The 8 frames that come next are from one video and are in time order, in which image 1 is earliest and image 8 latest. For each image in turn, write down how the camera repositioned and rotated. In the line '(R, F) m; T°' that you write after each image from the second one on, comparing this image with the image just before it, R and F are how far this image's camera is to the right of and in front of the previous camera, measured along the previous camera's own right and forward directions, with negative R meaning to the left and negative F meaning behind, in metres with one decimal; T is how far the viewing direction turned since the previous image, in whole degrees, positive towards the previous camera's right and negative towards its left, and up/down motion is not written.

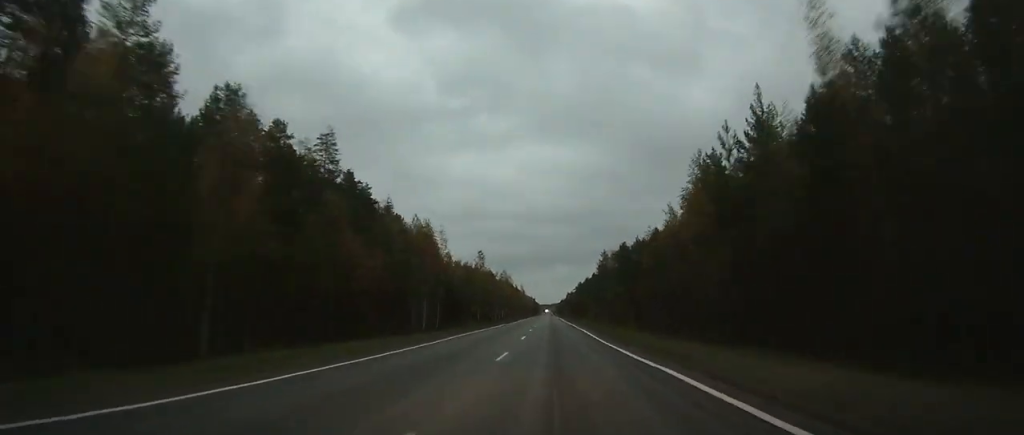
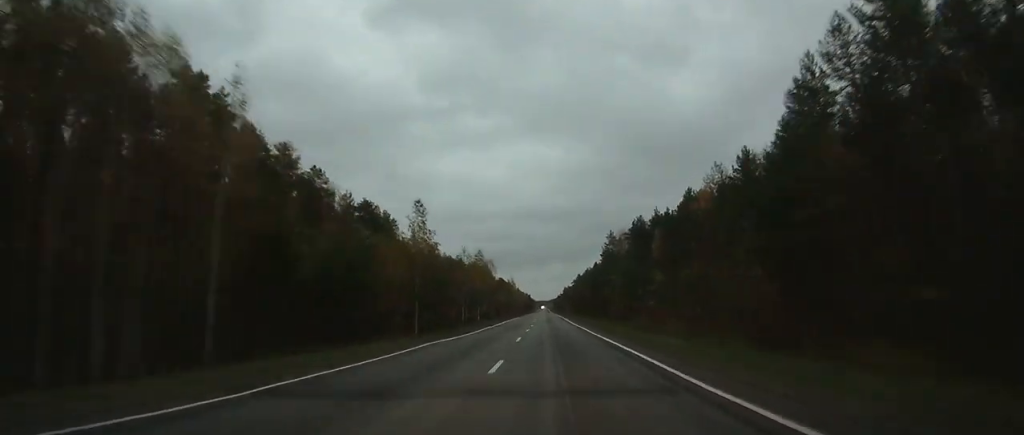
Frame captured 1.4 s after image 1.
(+0.1, +37.8) m; 0°
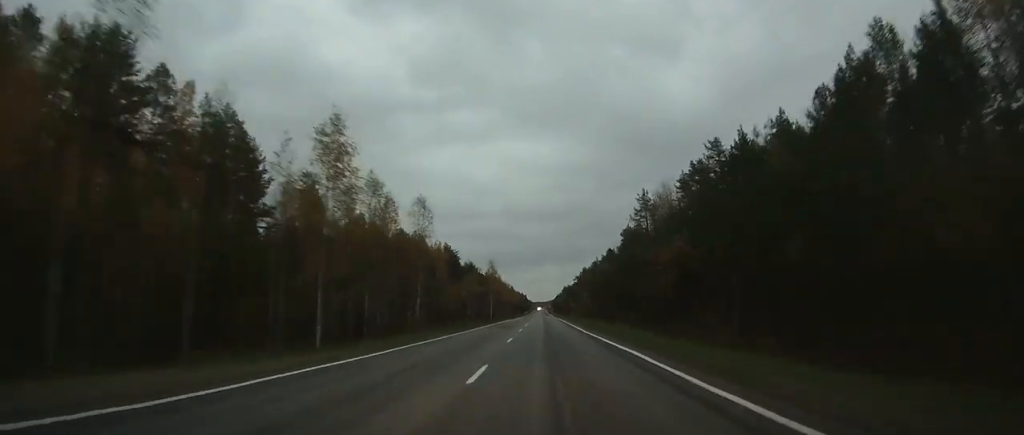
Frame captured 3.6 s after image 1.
(+0.2, +62.5) m; 0°
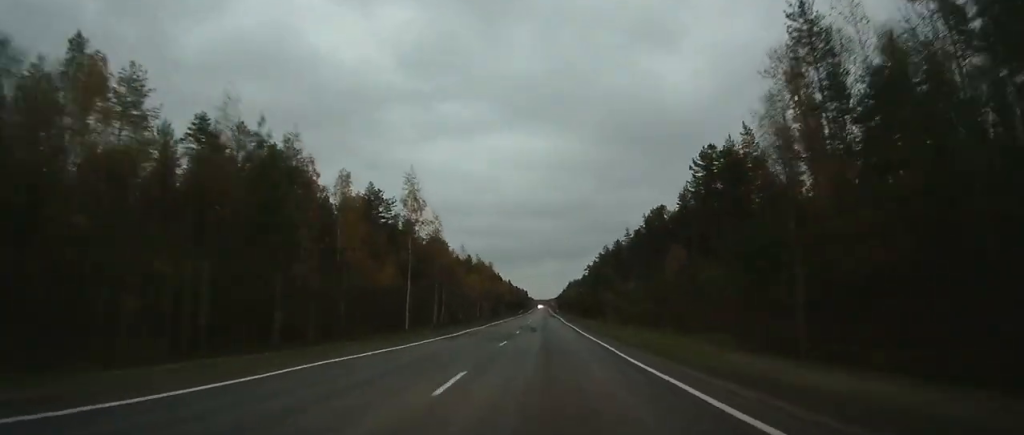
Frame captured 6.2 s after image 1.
(0.0, +78.0) m; 0°
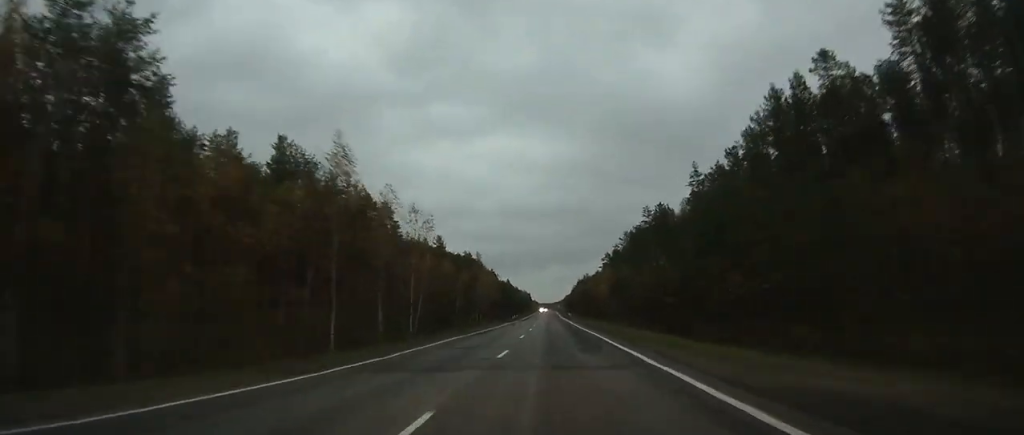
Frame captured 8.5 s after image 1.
(0.0, +65.8) m; 0°
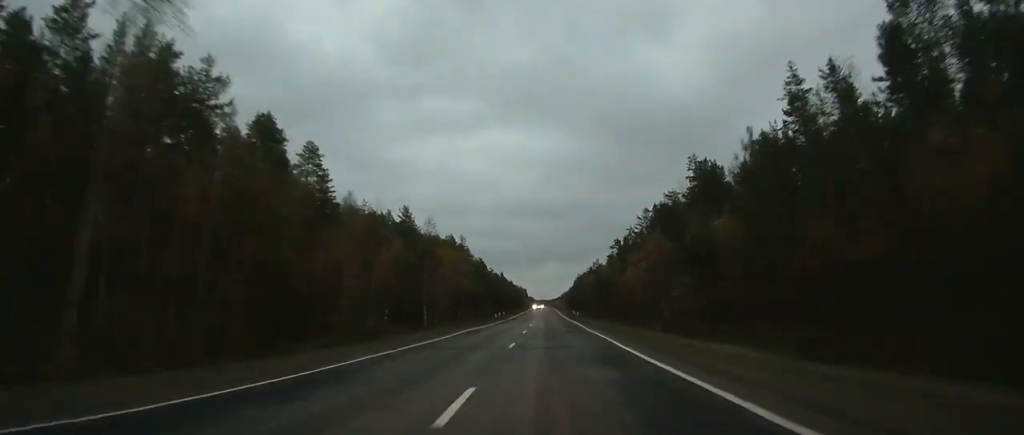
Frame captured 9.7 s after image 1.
(0.0, +33.3) m; 0°
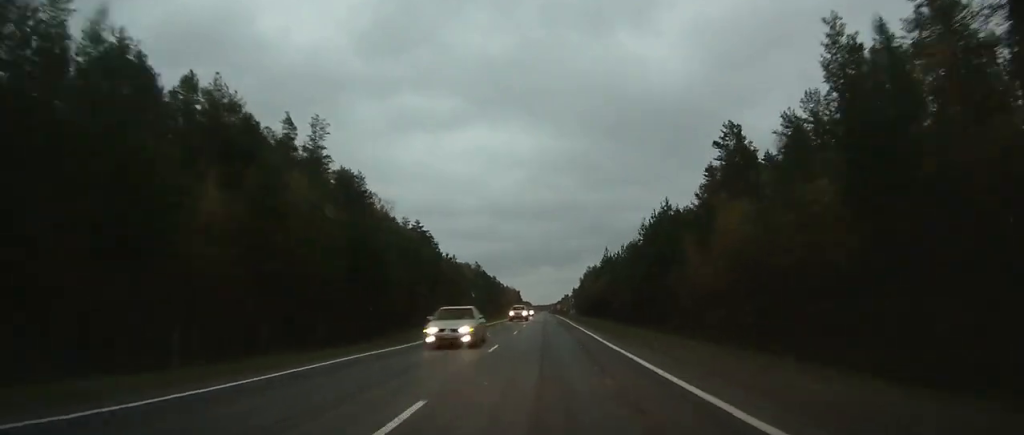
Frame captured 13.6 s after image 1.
(-0.2, +108.8) m; 0°
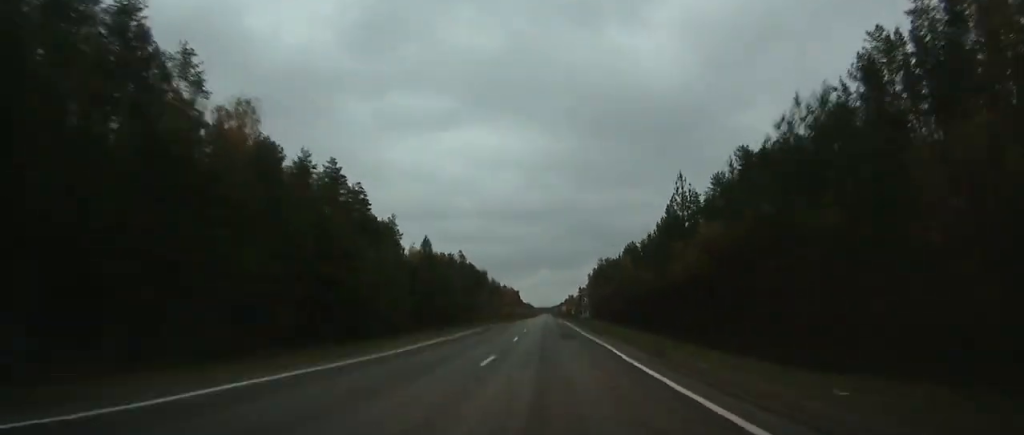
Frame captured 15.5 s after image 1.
(+0.1, +54.1) m; 0°
